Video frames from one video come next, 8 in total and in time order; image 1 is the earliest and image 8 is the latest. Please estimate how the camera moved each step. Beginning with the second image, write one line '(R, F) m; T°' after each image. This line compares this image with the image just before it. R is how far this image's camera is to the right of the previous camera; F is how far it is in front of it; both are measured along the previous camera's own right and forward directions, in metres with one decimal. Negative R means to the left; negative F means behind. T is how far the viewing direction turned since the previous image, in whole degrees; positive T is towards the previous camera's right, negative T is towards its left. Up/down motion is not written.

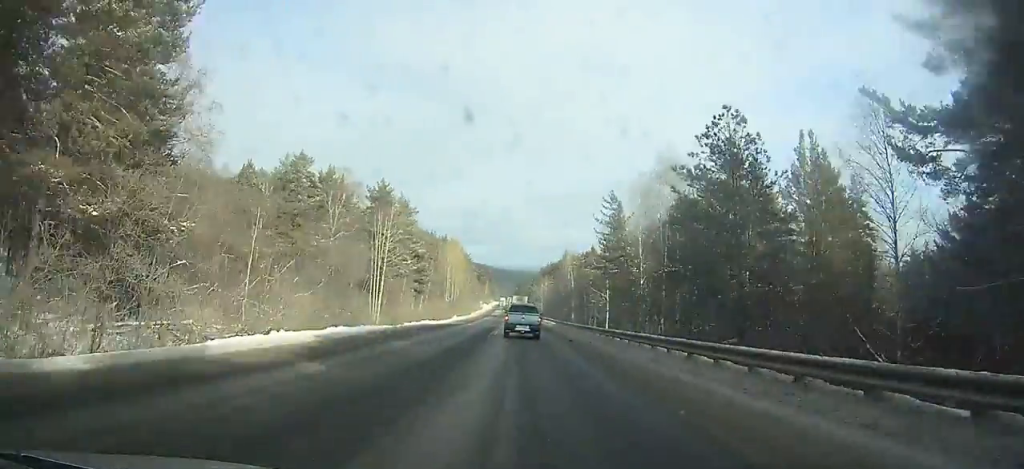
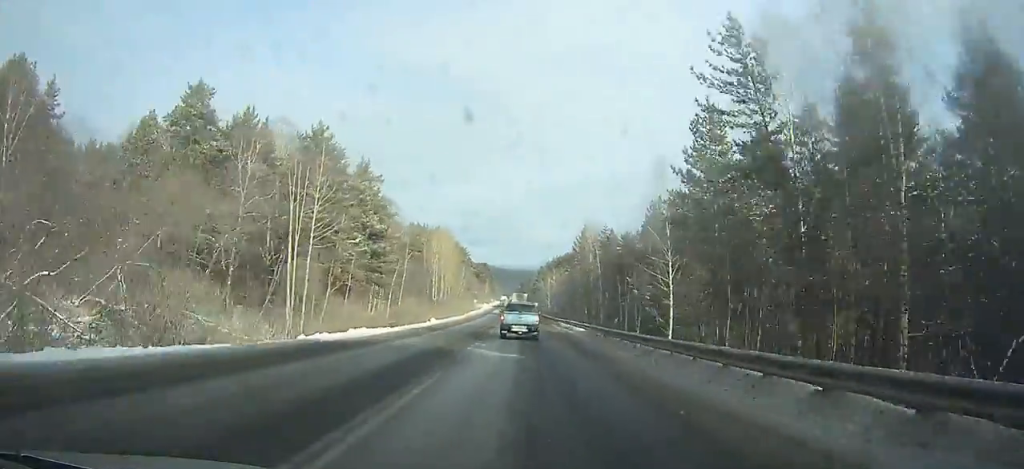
(-0.3, +28.8) m; -1°
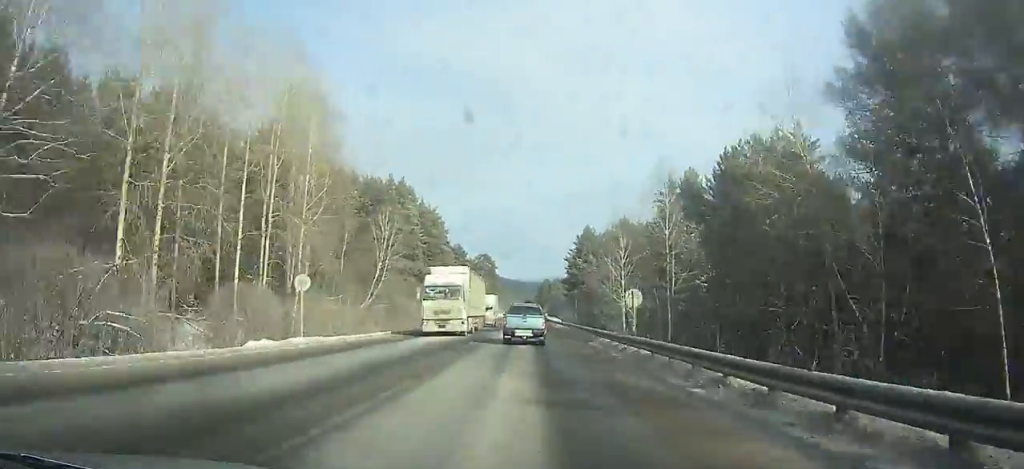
(-1.9, +109.4) m; -2°
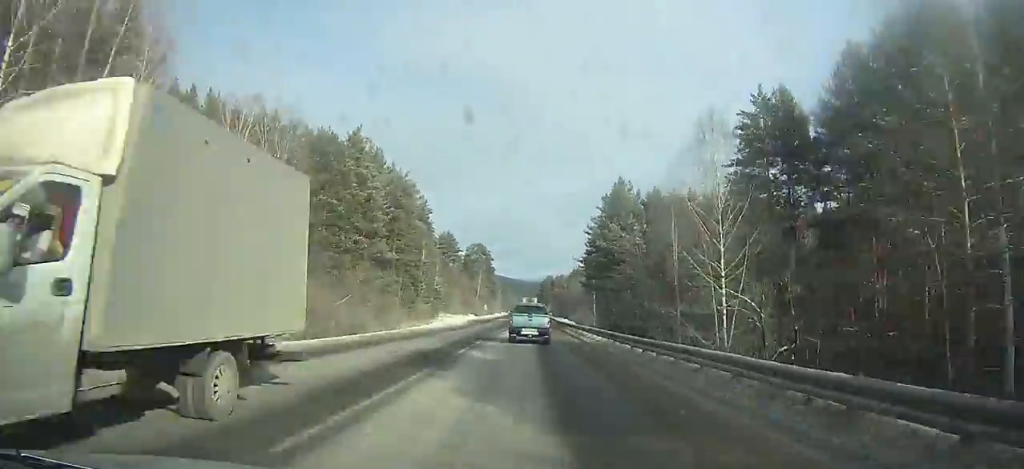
(+0.1, +29.9) m; 0°
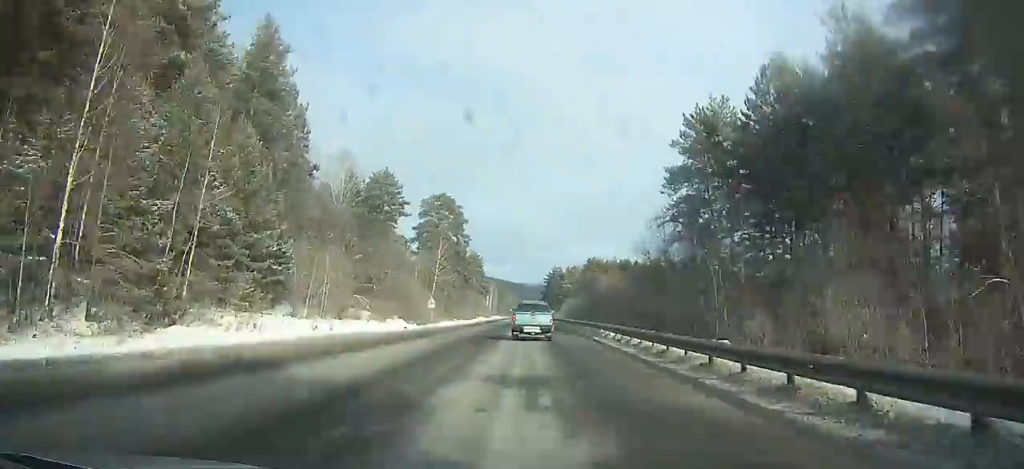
(+0.2, +80.8) m; 0°
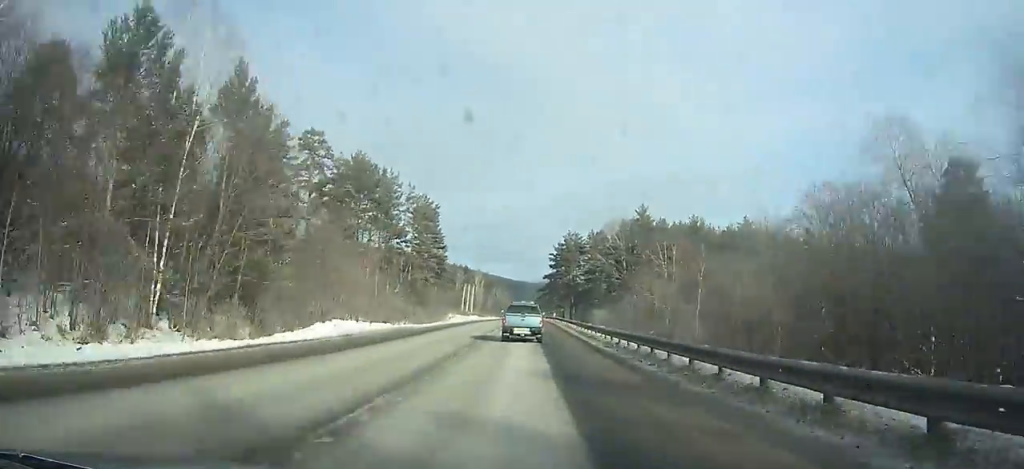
(+0.5, +99.3) m; 0°
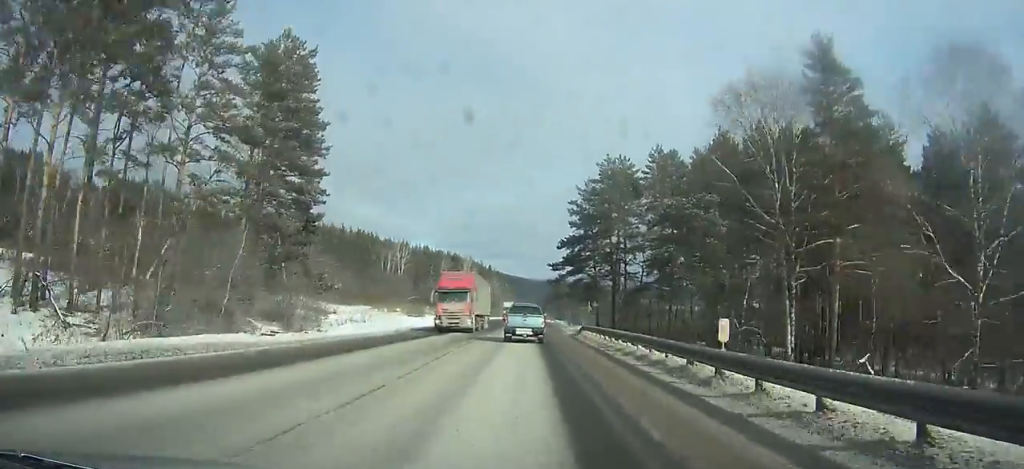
(-0.3, +69.9) m; 0°
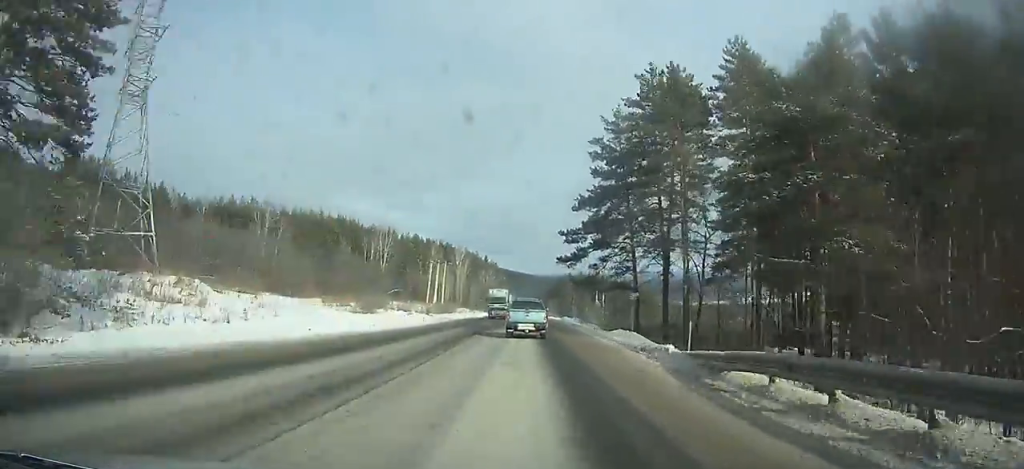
(0.0, +27.6) m; 0°
